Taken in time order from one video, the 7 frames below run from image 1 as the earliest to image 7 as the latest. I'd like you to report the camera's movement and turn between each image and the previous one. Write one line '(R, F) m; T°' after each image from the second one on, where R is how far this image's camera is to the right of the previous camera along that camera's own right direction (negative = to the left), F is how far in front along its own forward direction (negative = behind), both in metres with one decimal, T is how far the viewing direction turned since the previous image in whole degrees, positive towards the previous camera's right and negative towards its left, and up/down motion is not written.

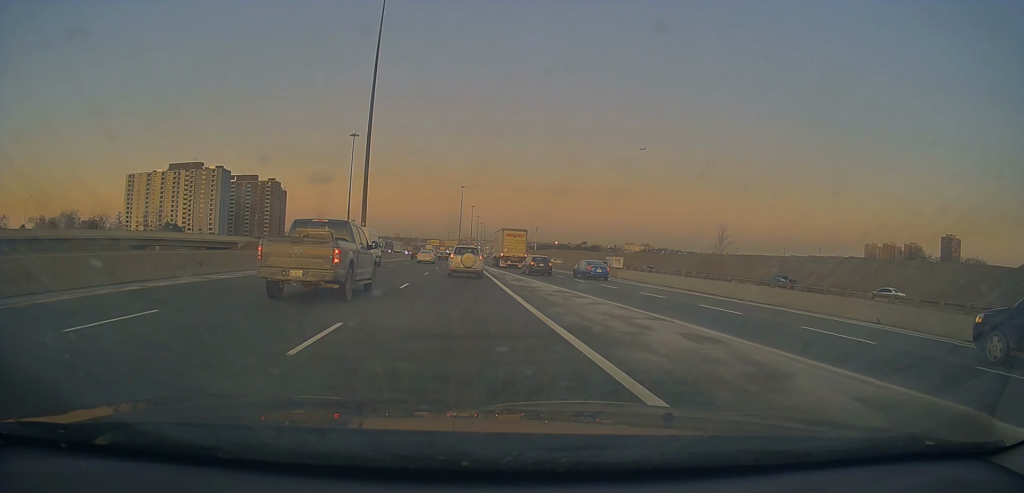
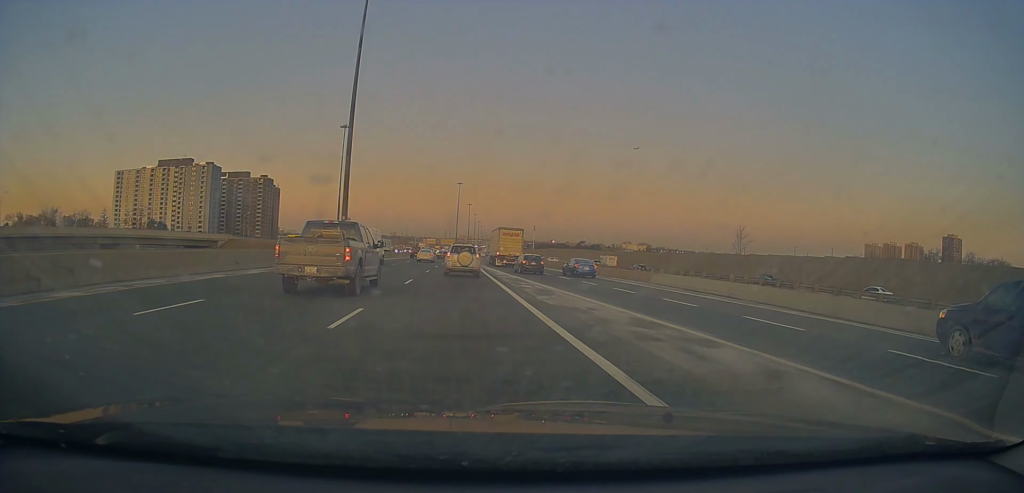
(-0.2, +10.2) m; 0°
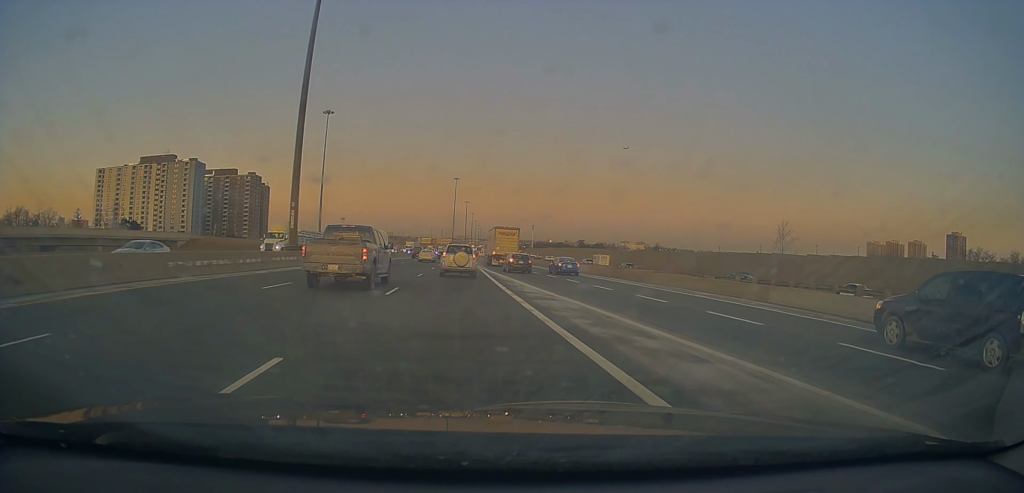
(-0.2, +17.8) m; -1°
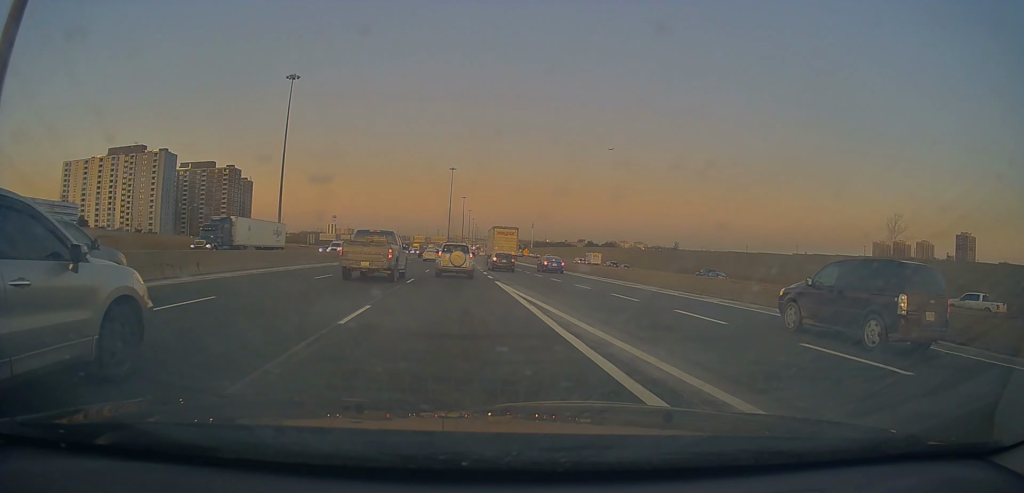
(0.0, +31.0) m; 0°
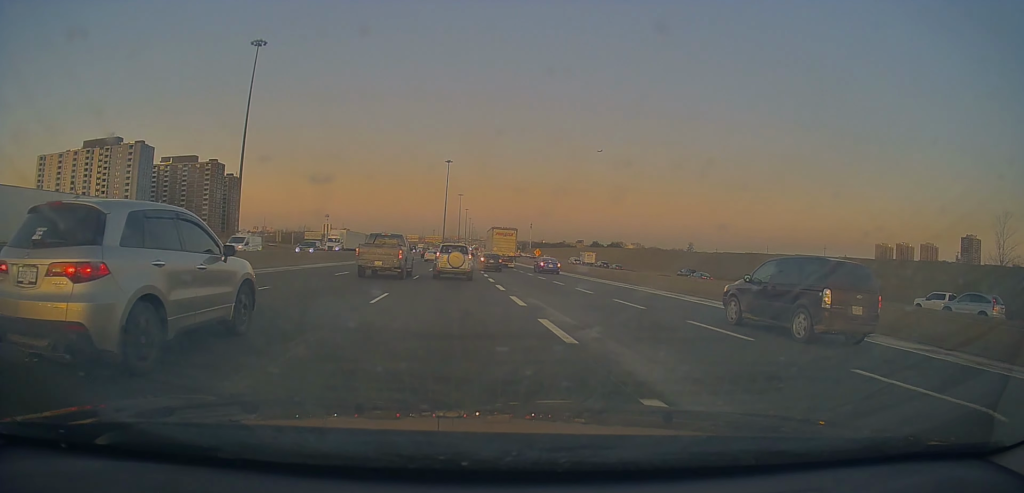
(0.0, +20.7) m; +1°
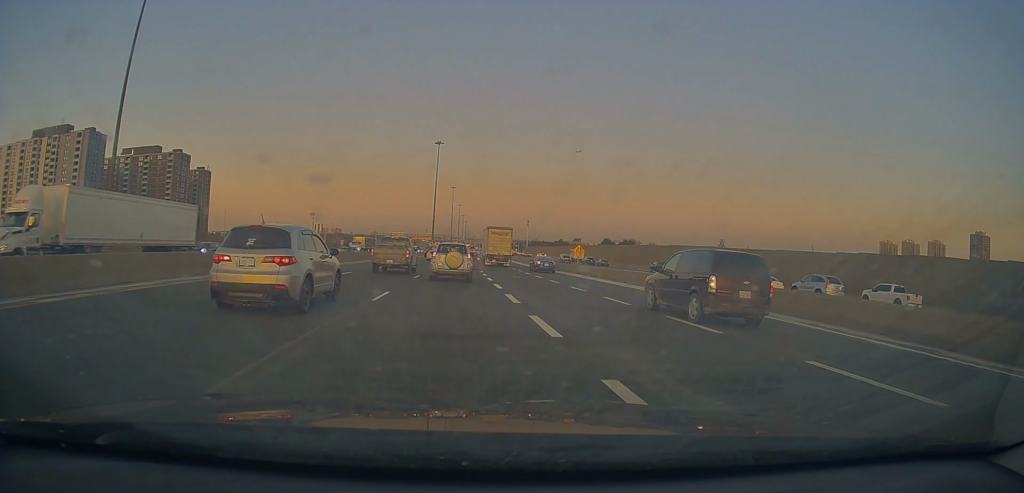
(+0.6, +36.2) m; 0°
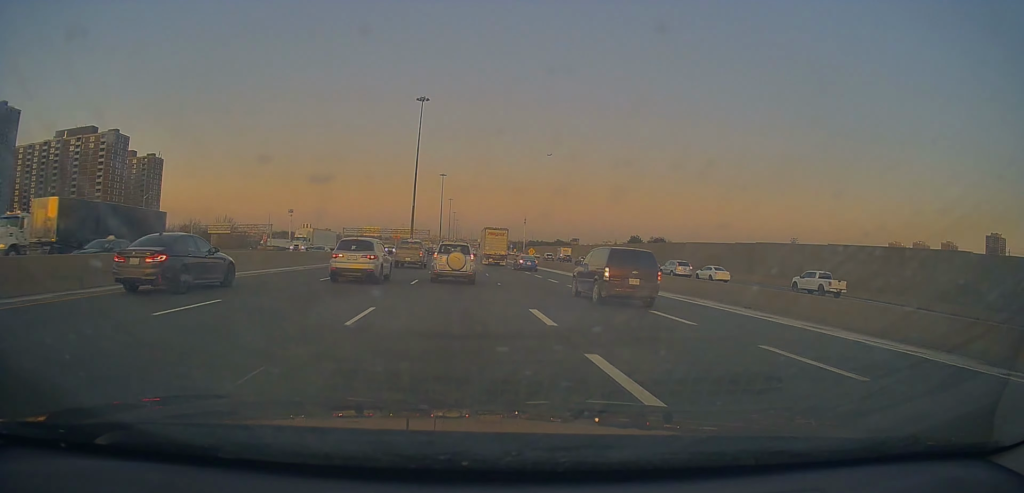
(+0.5, +54.2) m; 0°
